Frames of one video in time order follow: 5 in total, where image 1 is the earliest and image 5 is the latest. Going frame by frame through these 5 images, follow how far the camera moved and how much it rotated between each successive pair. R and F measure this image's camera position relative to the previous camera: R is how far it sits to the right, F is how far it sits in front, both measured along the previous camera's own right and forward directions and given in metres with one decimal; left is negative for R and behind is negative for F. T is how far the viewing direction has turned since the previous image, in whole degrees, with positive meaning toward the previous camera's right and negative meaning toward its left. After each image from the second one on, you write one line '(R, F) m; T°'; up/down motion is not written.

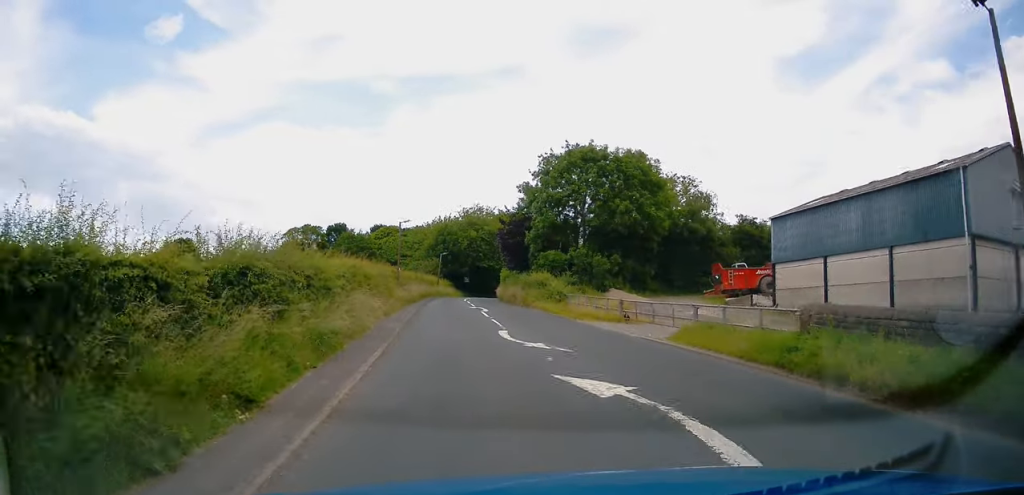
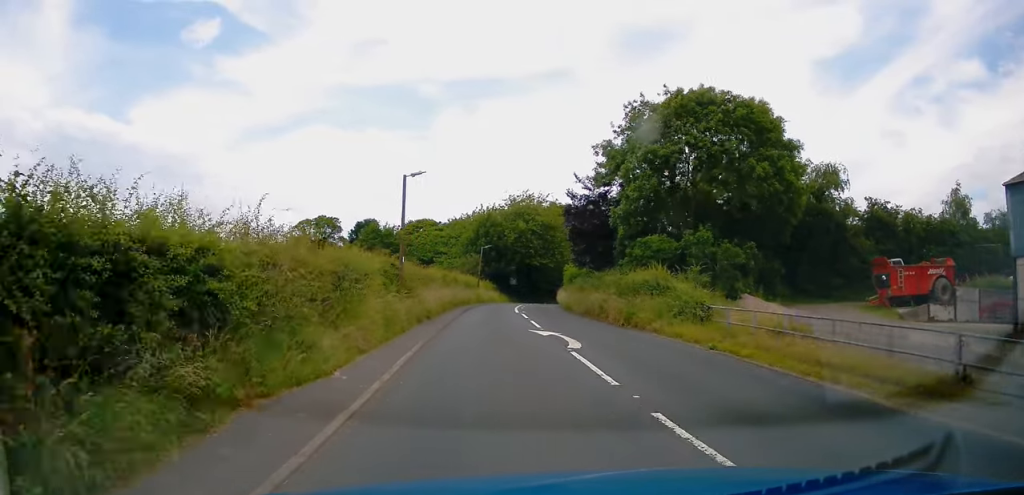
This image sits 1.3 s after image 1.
(-1.5, +16.7) m; -6°
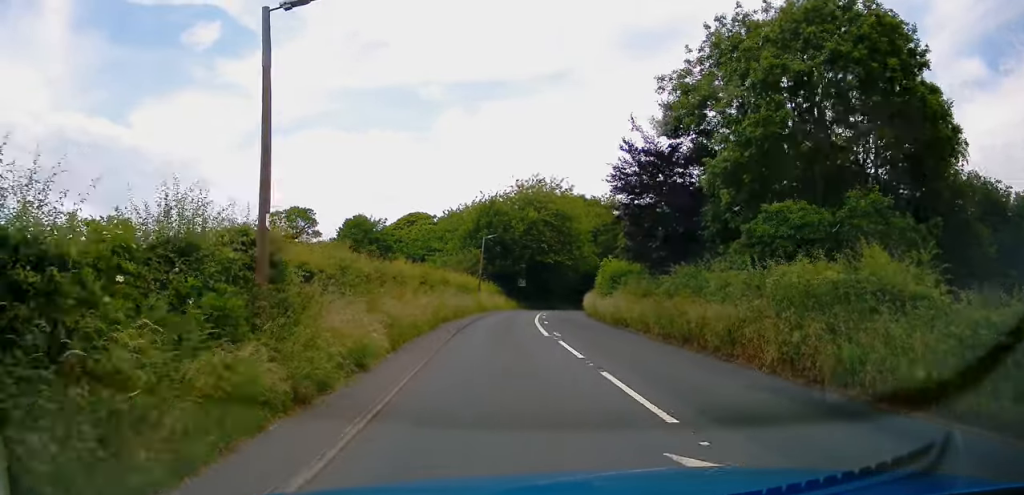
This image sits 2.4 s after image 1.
(-0.1, +13.4) m; +1°
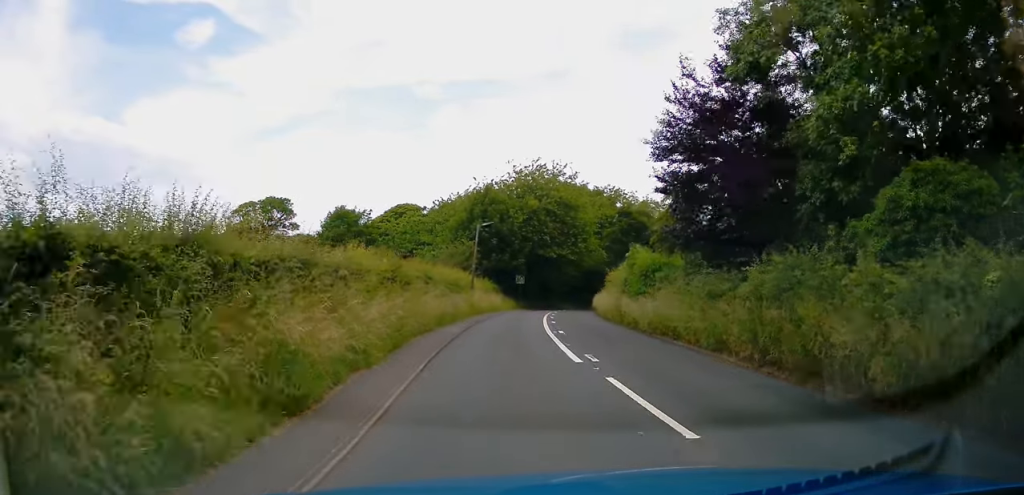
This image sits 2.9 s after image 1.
(0.0, +6.8) m; +1°
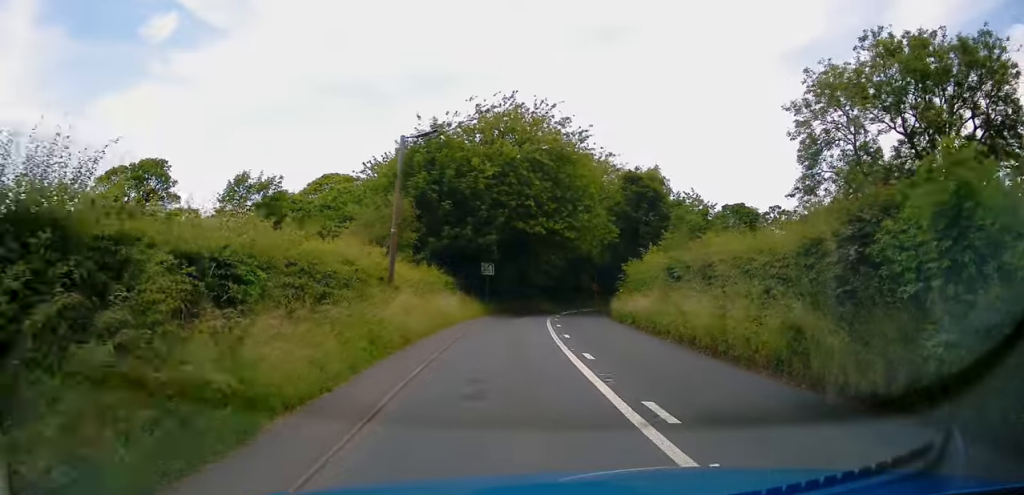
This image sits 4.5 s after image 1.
(+0.7, +19.9) m; +3°
